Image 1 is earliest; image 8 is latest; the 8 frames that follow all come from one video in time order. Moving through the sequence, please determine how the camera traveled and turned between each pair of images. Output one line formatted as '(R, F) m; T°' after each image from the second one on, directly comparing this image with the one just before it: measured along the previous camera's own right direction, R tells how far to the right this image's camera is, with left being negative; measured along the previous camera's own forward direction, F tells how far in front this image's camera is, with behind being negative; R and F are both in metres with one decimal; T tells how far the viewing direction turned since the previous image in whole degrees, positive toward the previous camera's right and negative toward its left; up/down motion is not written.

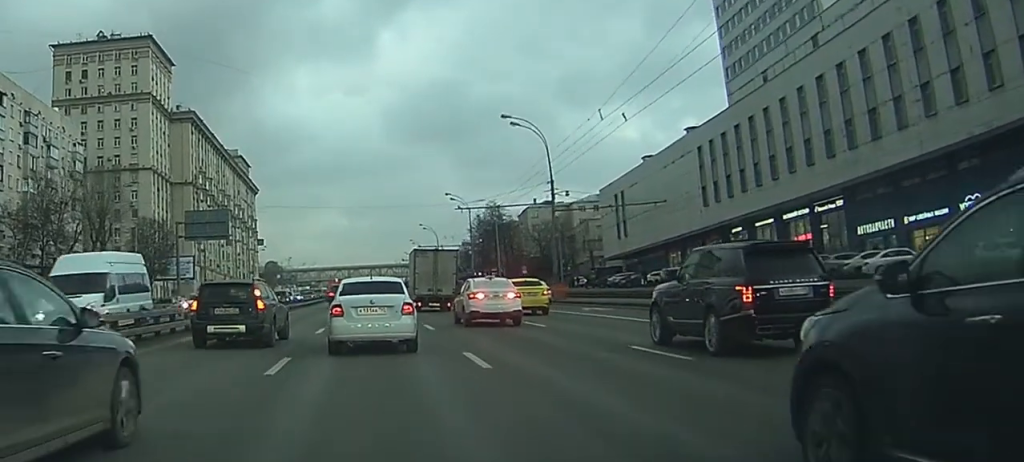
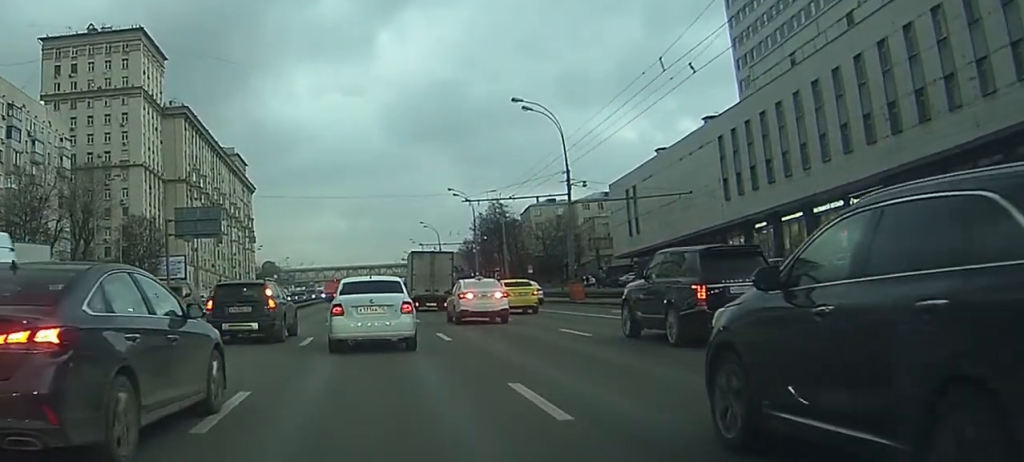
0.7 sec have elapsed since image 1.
(0.0, +5.1) m; 0°
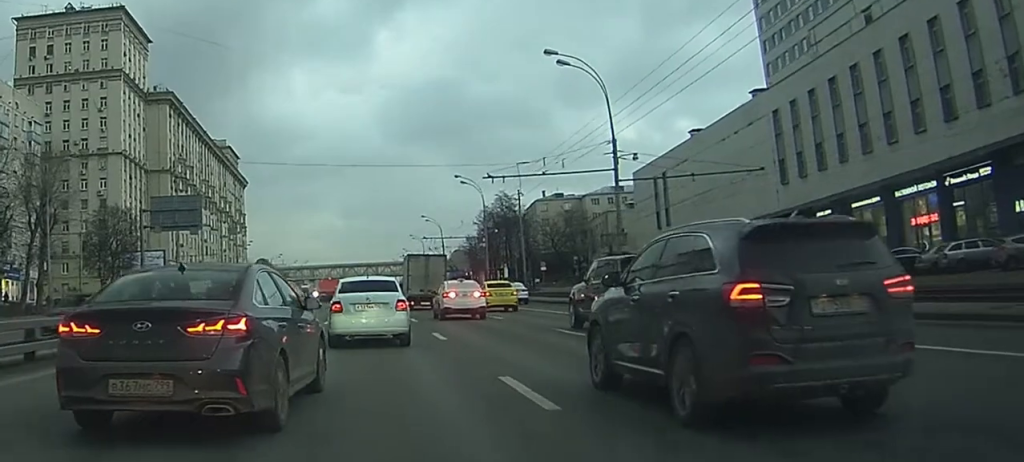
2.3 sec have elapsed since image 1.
(-0.1, +11.1) m; 0°
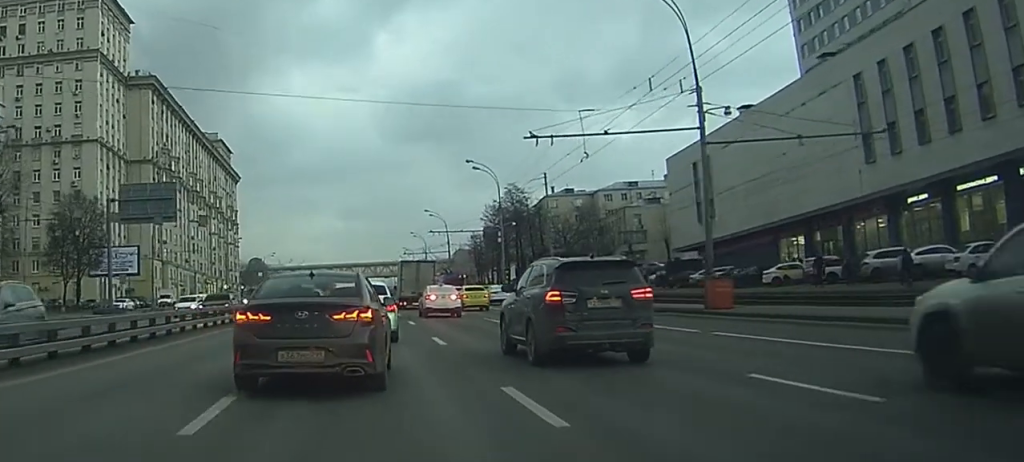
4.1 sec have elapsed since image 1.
(0.0, +13.1) m; -1°
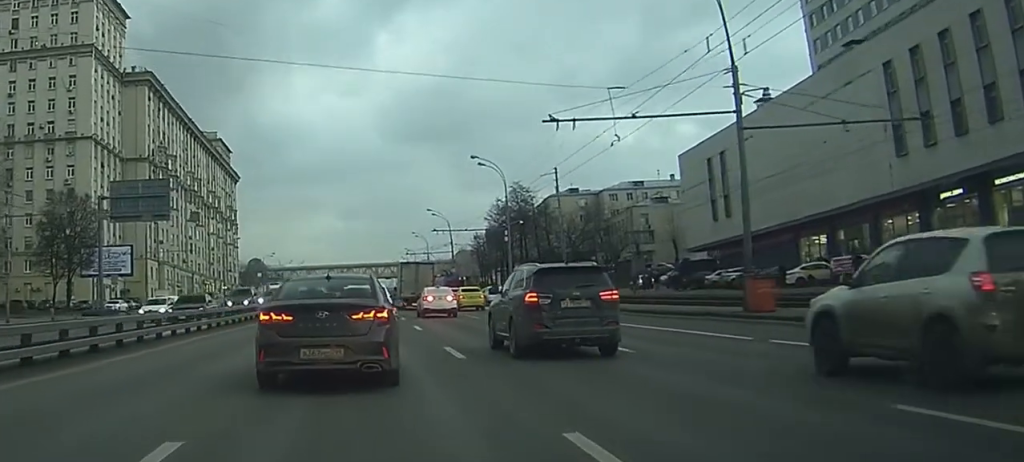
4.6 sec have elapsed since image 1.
(0.0, +3.5) m; 0°
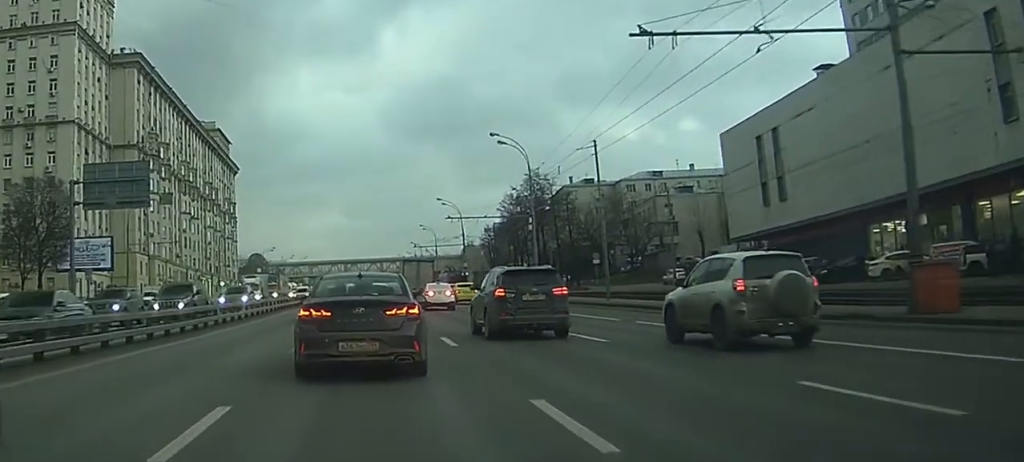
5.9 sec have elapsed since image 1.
(0.0, +9.5) m; 0°
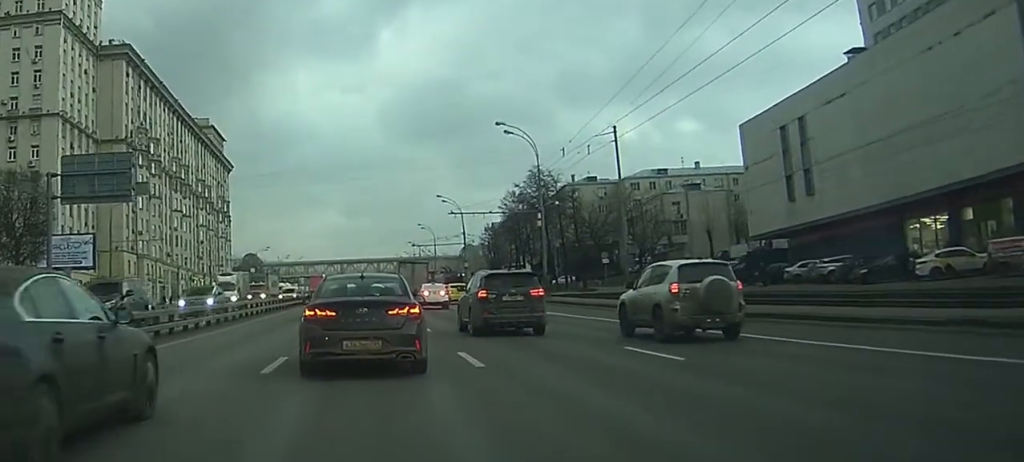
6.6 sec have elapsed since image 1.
(0.0, +4.9) m; 0°
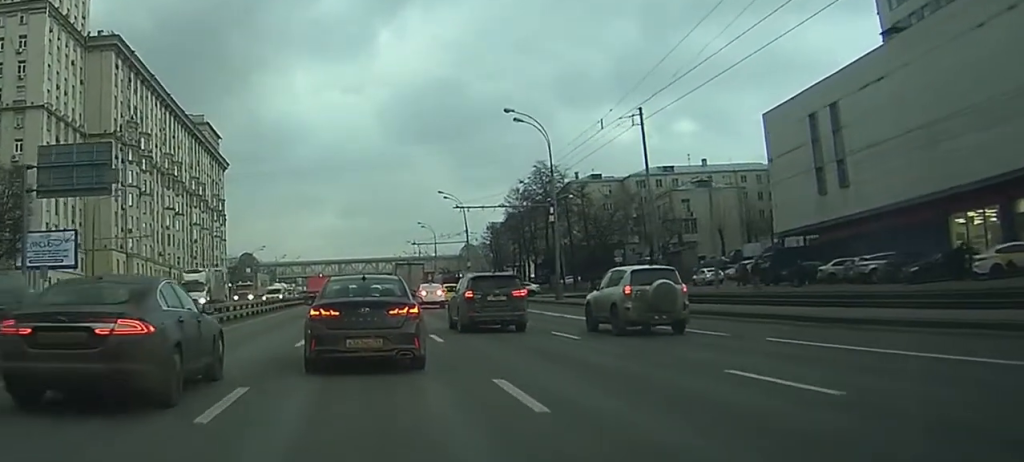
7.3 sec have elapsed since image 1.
(0.0, +5.1) m; +1°
